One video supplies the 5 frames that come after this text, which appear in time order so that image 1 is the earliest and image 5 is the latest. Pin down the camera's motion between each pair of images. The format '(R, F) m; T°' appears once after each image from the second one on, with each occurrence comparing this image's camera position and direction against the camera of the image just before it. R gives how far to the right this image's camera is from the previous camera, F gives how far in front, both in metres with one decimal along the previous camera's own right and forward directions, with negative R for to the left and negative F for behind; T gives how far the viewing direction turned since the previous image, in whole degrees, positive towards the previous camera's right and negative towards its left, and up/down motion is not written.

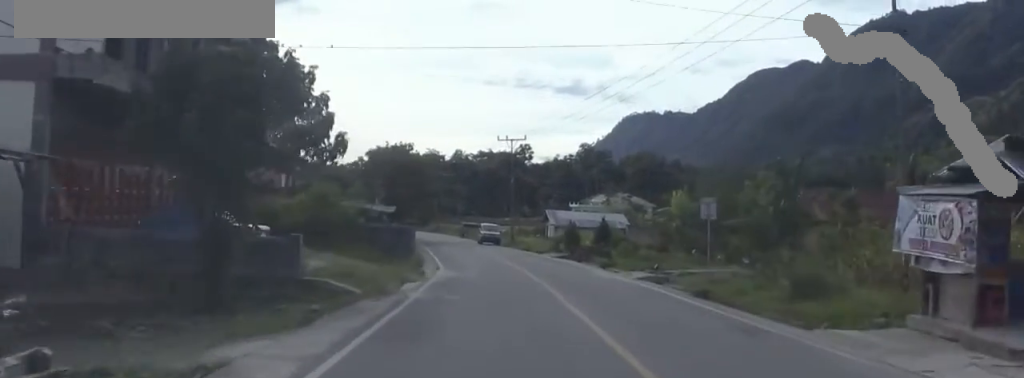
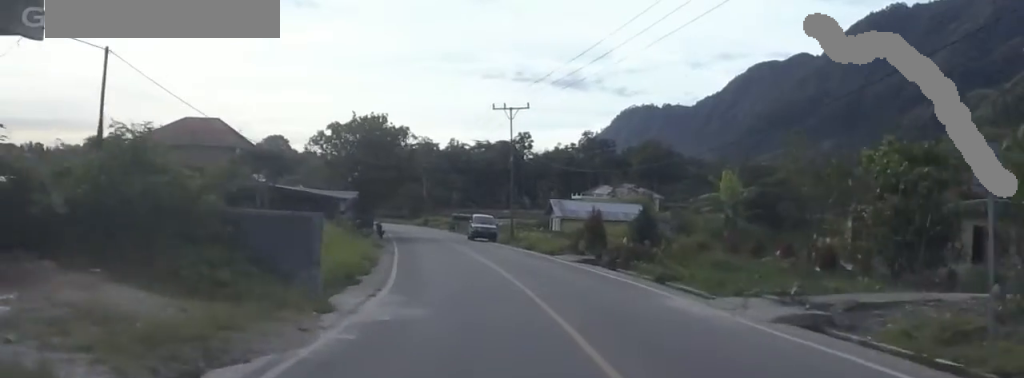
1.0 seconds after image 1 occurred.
(0.0, +16.0) m; 0°
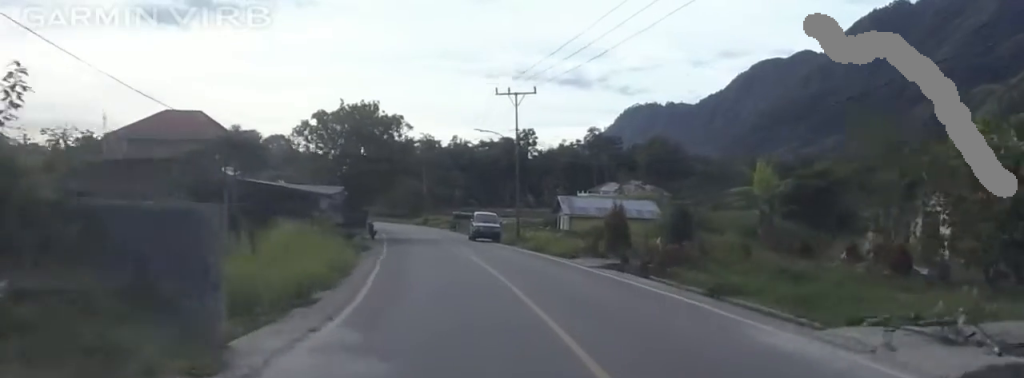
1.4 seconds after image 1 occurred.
(0.0, +6.2) m; 0°
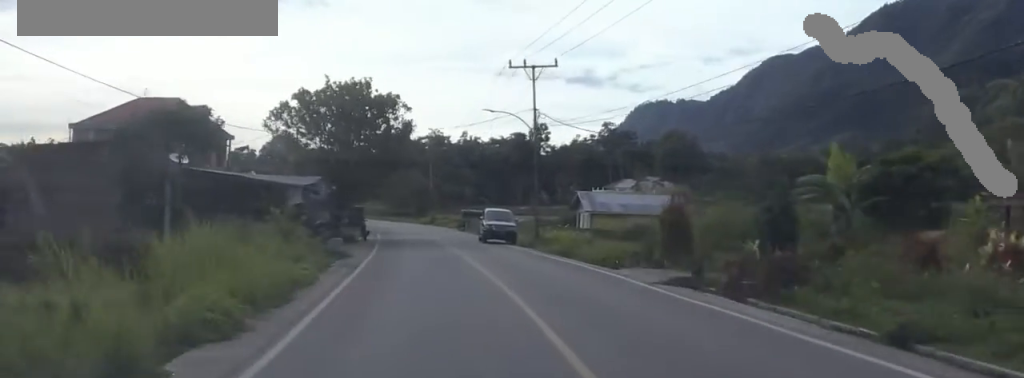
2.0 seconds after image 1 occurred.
(0.0, +8.6) m; 0°
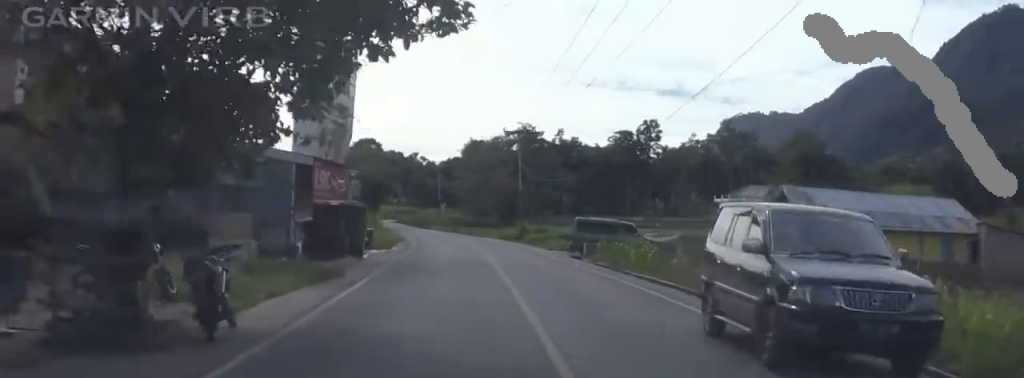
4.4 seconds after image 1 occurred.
(-3.5, +36.0) m; -8°
